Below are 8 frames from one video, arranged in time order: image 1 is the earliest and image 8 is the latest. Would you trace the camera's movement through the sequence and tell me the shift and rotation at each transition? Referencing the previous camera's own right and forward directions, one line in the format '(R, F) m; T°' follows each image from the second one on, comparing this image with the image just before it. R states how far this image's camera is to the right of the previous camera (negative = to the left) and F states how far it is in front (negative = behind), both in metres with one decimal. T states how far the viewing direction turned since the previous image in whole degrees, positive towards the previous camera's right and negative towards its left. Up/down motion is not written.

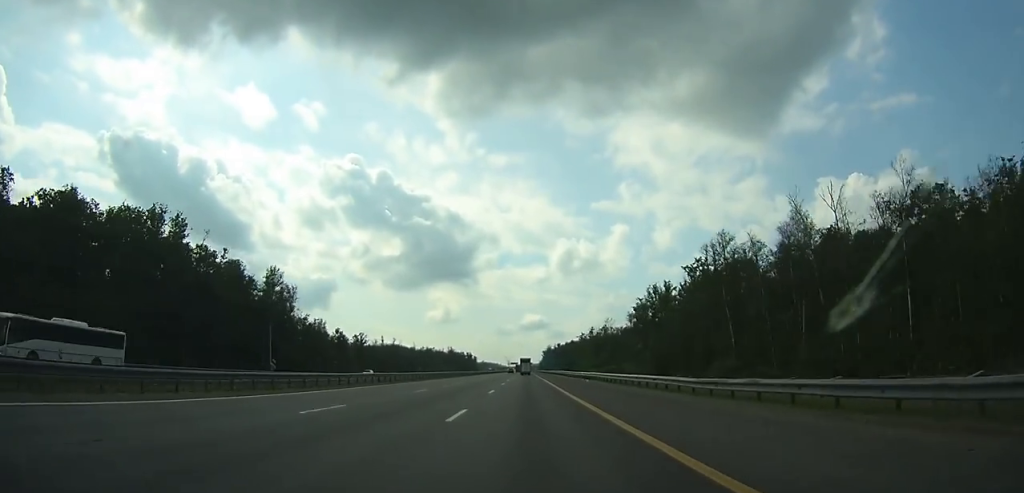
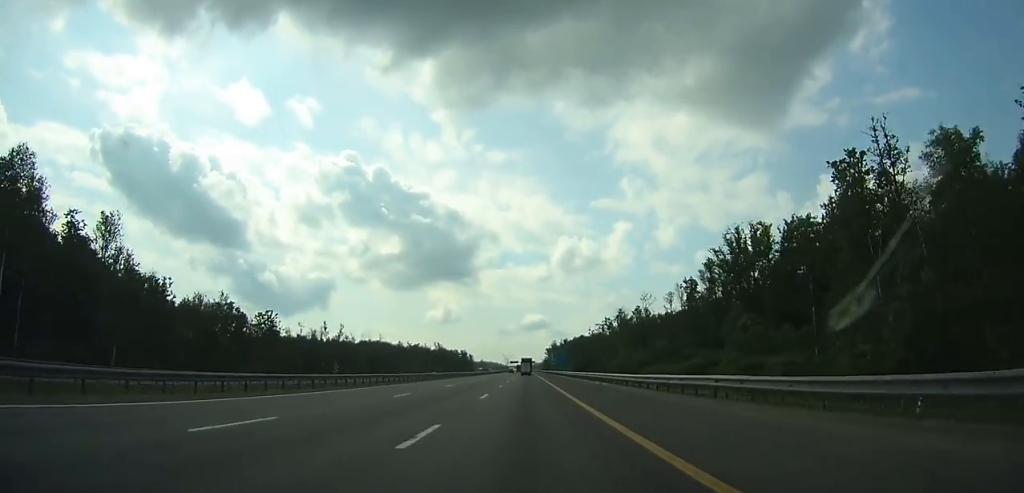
(0.0, +68.7) m; 0°
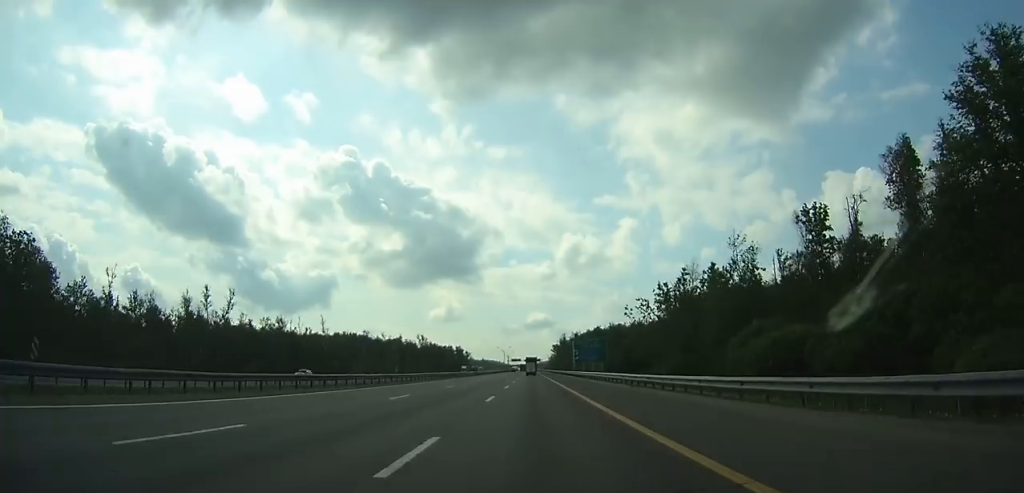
(-0.2, +69.8) m; 0°
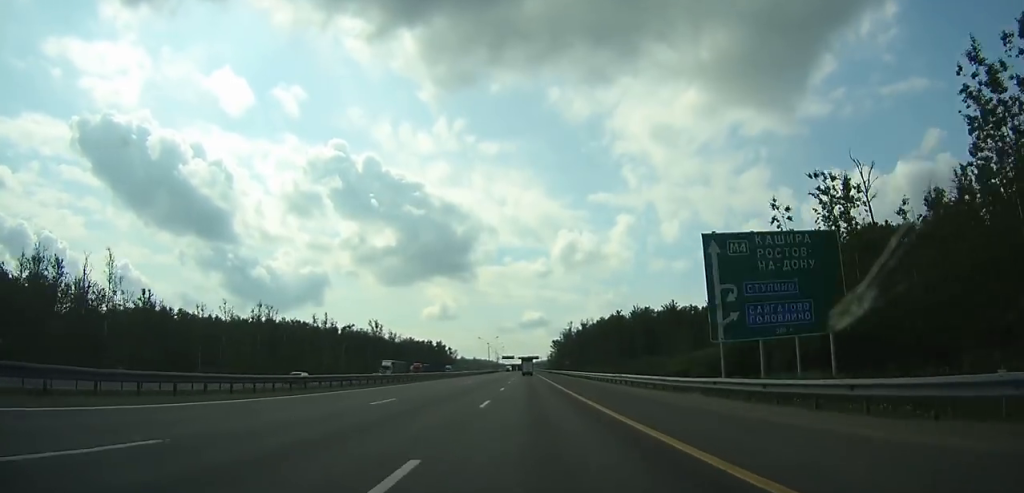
(-0.1, +88.2) m; 0°
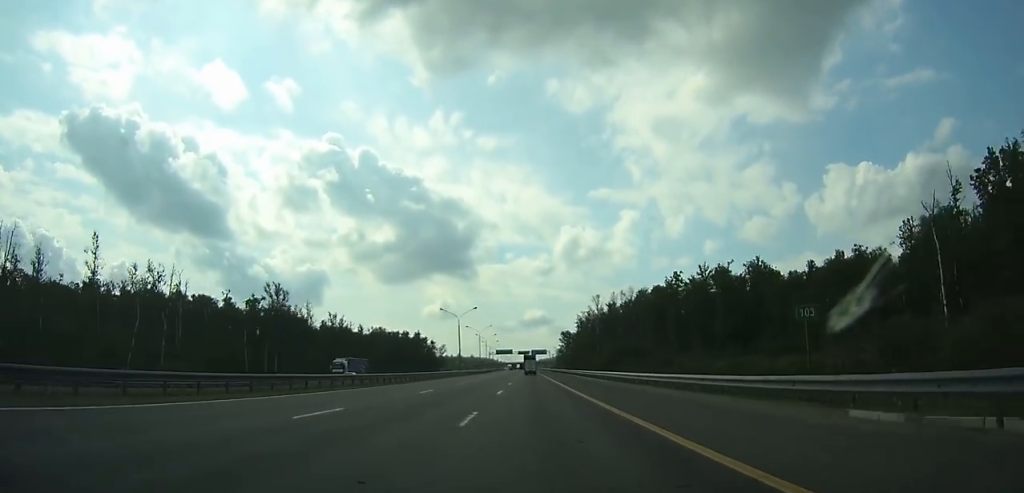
(-0.2, +87.5) m; 0°
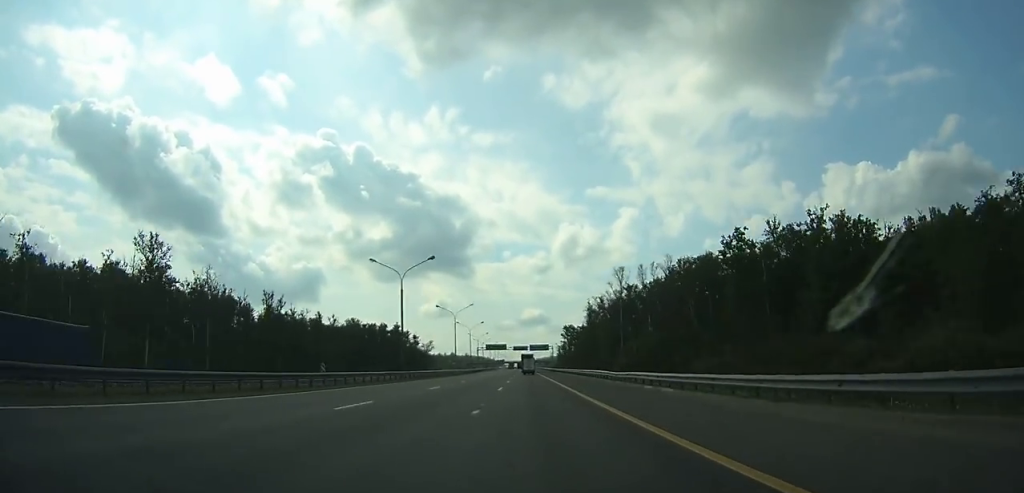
(+0.3, +45.2) m; 0°
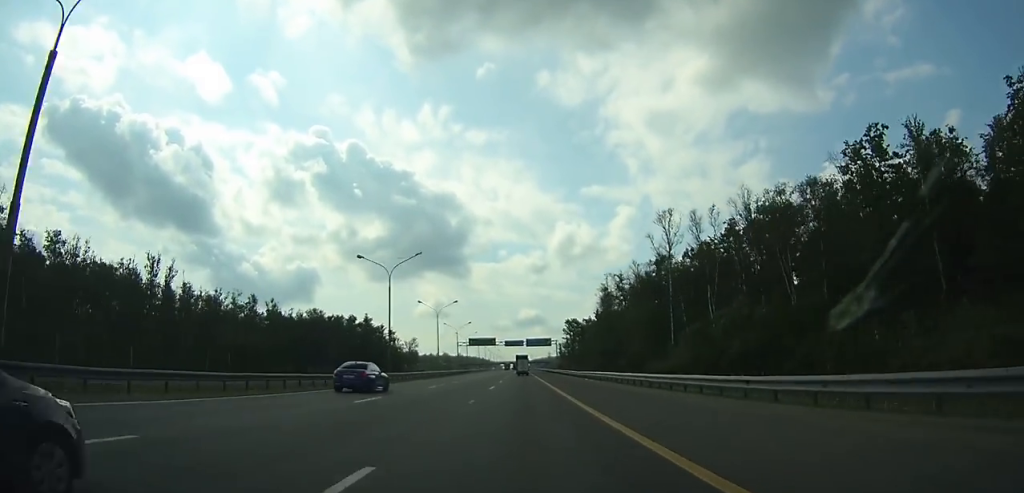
(+0.1, +44.6) m; 0°
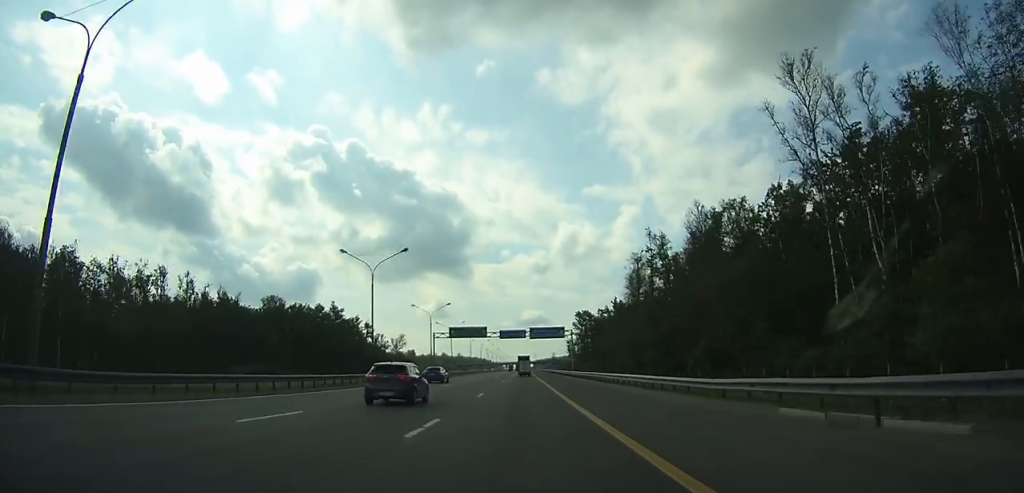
(+0.1, +41.5) m; 0°
